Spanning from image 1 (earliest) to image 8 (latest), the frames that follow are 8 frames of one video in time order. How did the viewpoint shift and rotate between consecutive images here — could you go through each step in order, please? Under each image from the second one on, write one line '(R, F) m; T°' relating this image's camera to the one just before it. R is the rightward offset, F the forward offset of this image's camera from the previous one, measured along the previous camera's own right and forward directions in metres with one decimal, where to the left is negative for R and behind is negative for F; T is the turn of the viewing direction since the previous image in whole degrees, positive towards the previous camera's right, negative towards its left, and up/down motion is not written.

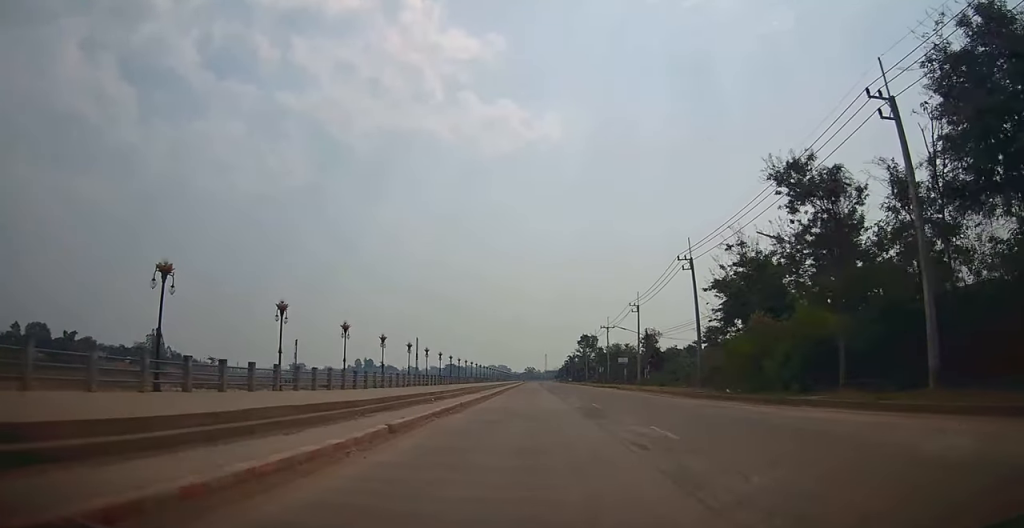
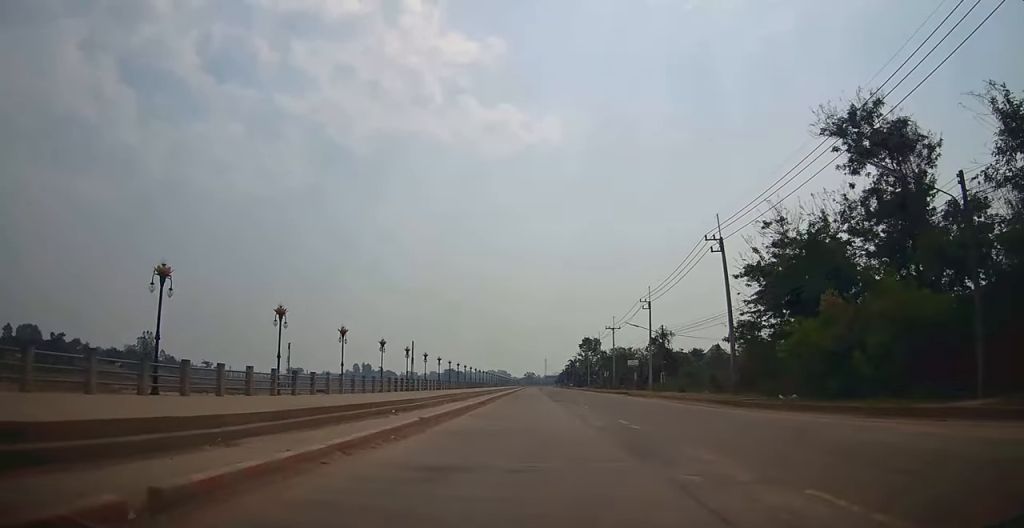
(0.0, +8.0) m; 0°
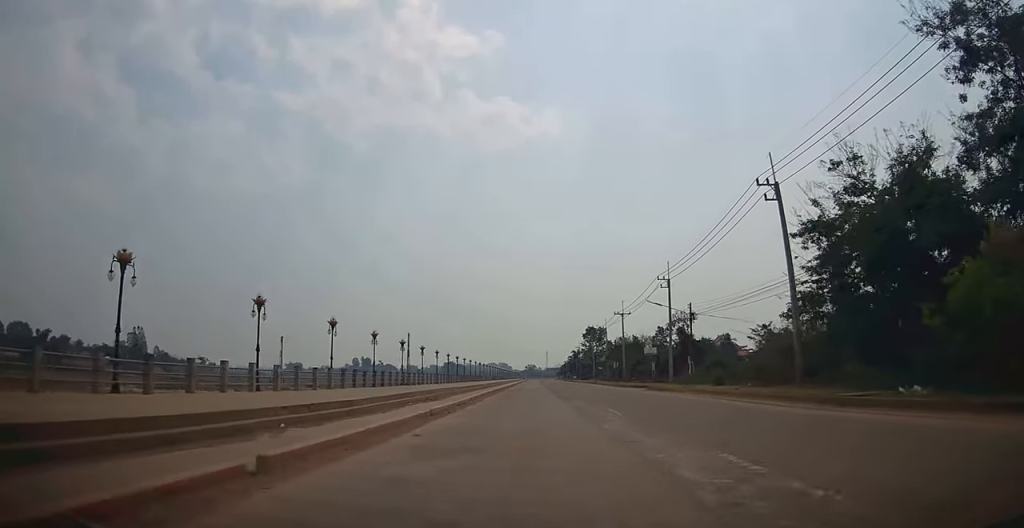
(0.0, +9.6) m; 0°
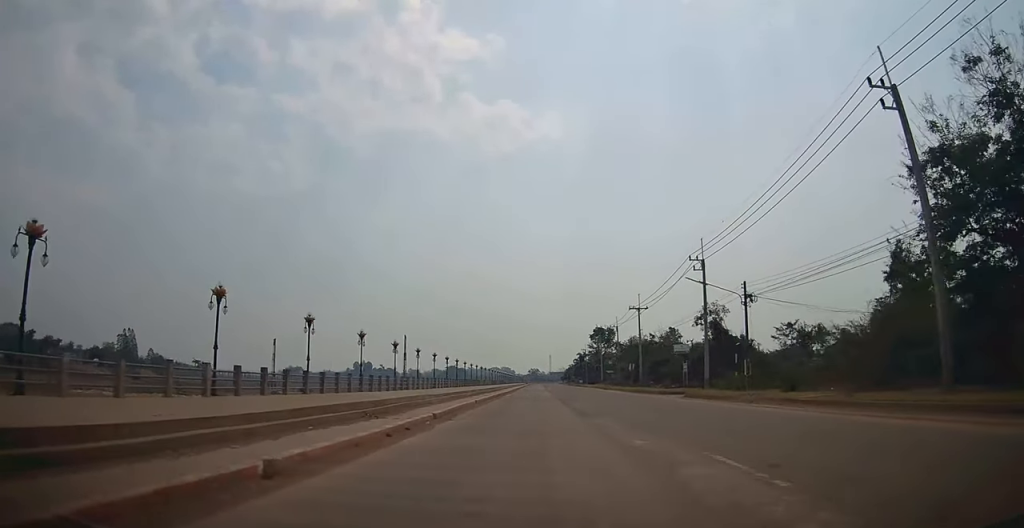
(0.0, +11.0) m; -1°
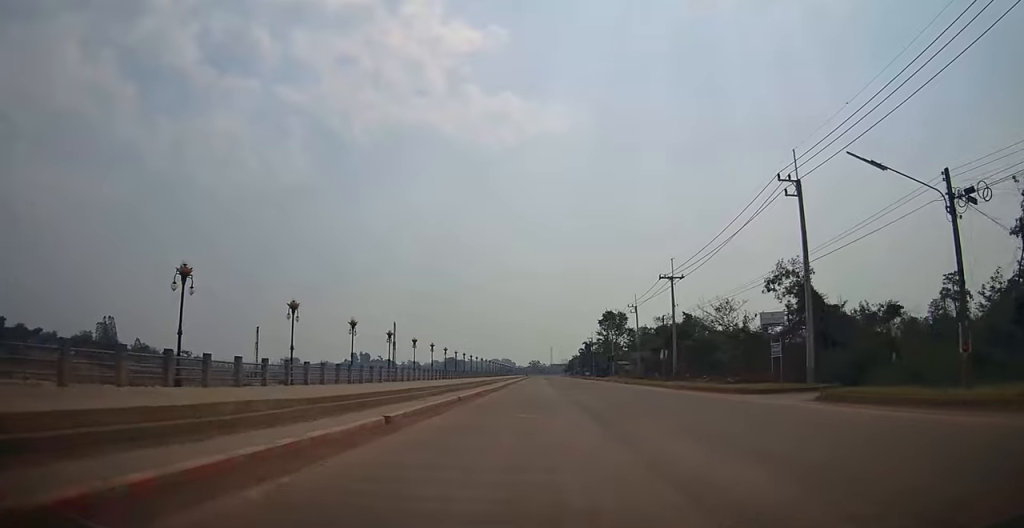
(-0.4, +17.5) m; -1°
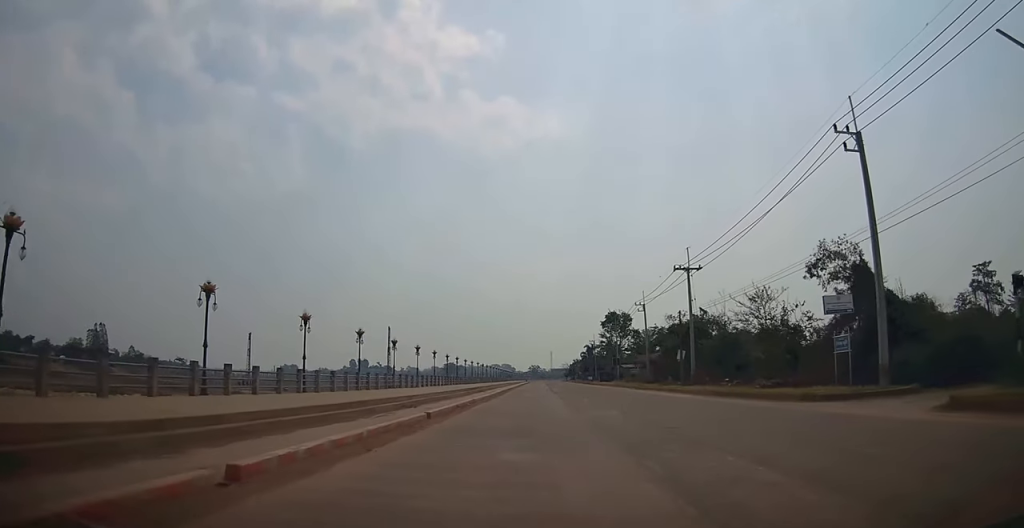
(0.0, +6.5) m; +1°
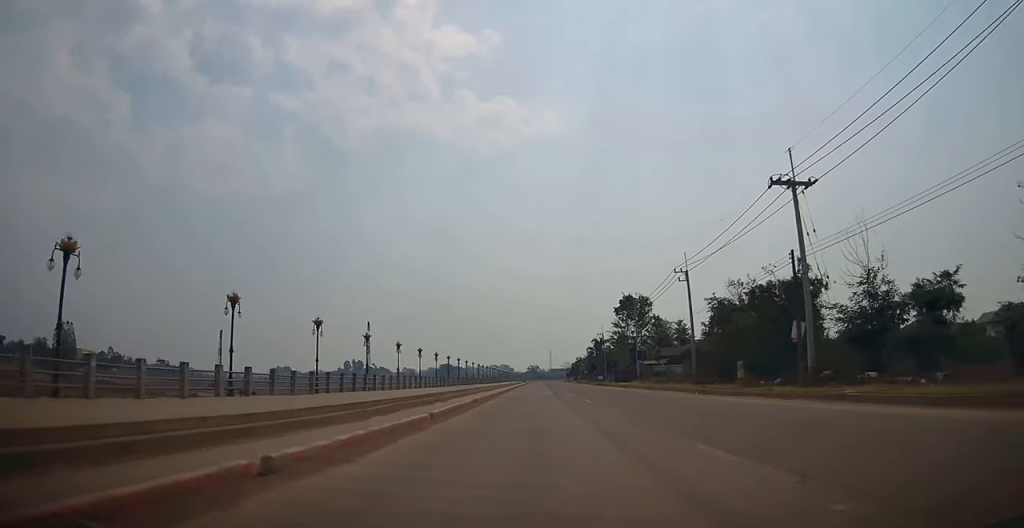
(+0.4, +22.1) m; 0°
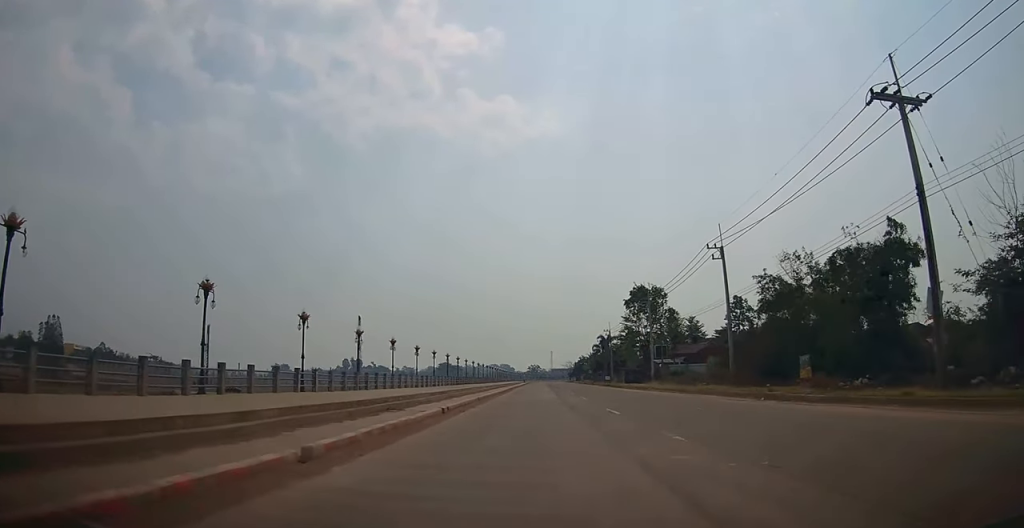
(0.0, +9.9) m; 0°
